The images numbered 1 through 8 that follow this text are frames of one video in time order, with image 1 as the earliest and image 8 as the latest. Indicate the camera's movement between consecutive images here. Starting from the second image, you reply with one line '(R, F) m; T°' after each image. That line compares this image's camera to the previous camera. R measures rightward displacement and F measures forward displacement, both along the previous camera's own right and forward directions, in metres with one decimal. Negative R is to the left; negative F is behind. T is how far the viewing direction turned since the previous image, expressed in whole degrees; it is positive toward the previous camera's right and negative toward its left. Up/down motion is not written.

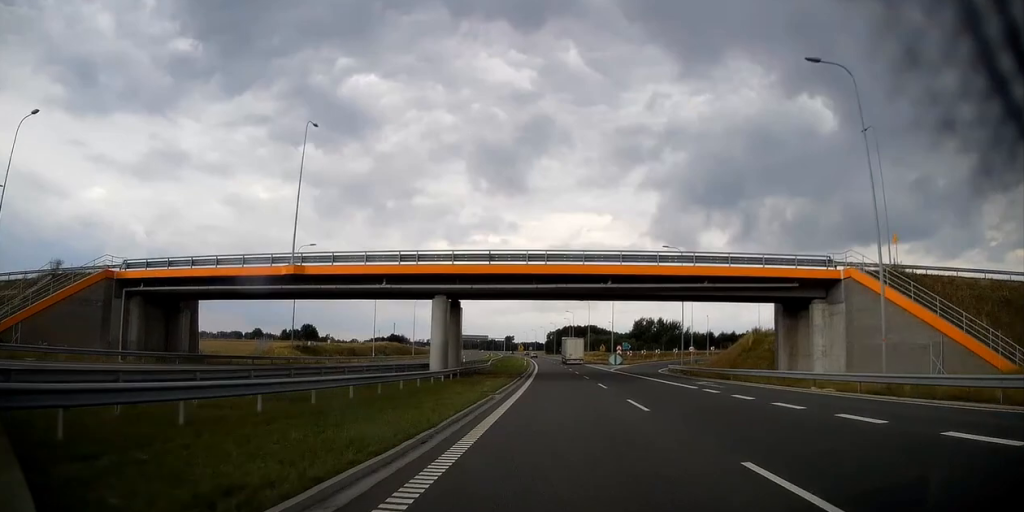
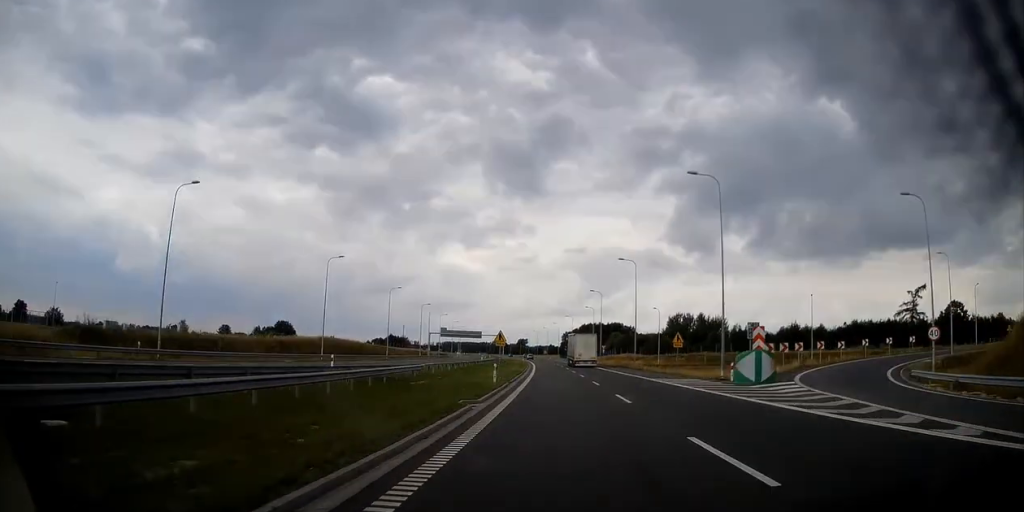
(0.0, +57.2) m; -1°
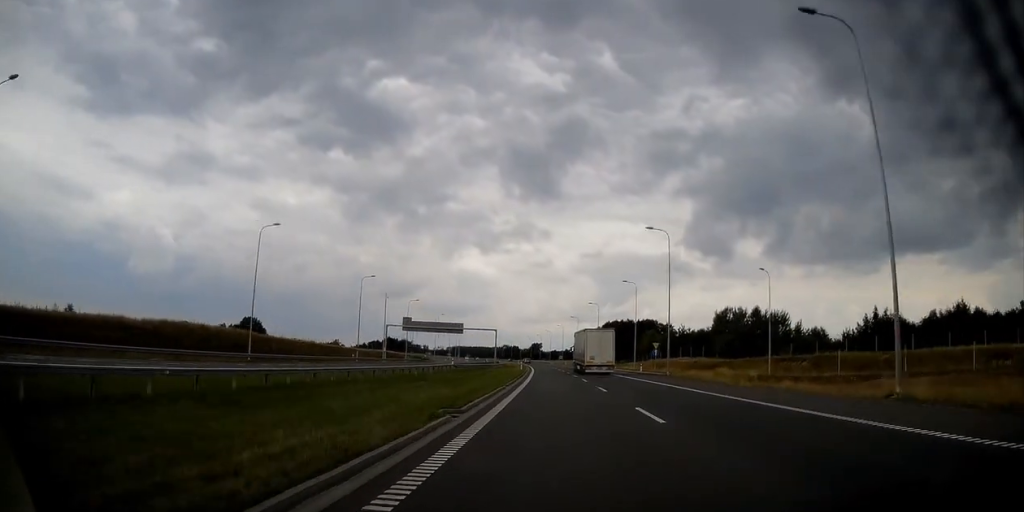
(-0.9, +53.1) m; -1°
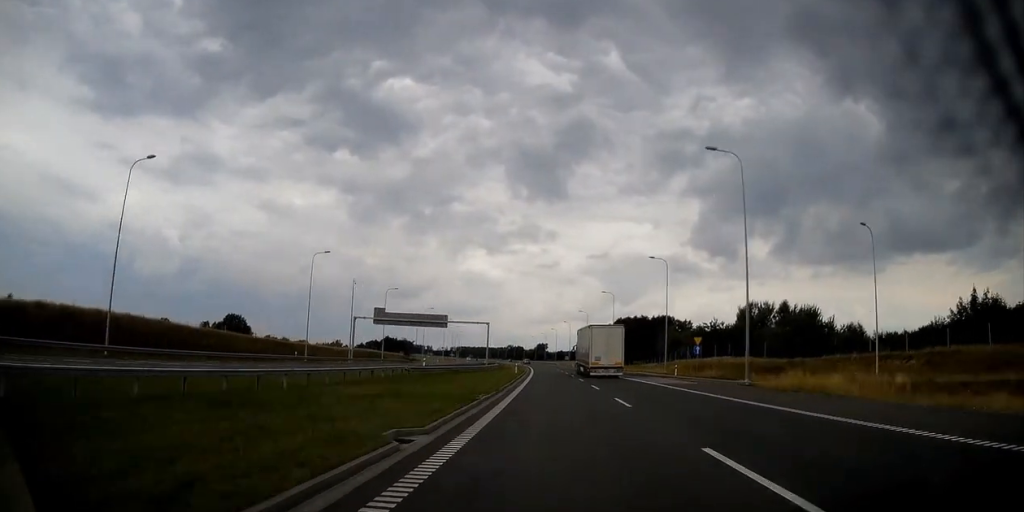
(0.0, +20.5) m; 0°
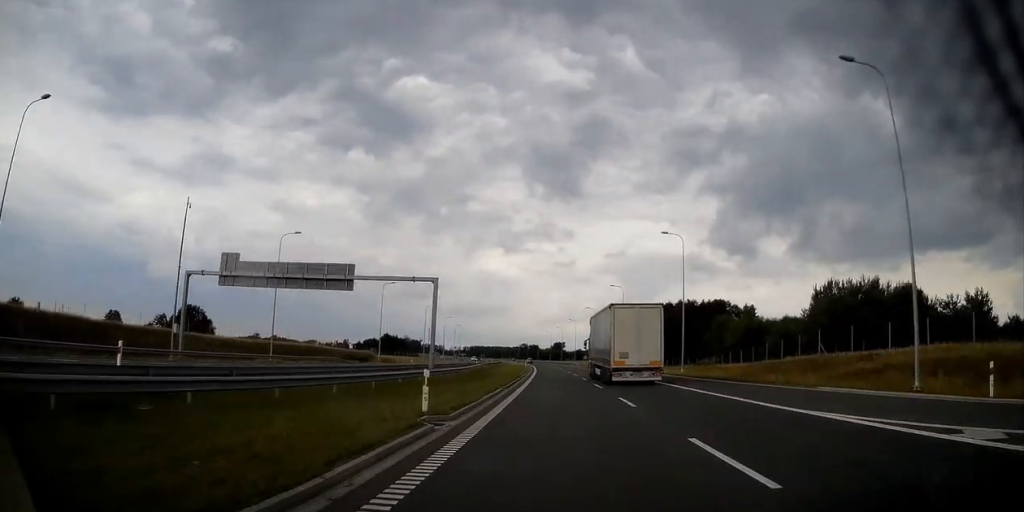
(-0.6, +45.6) m; -1°
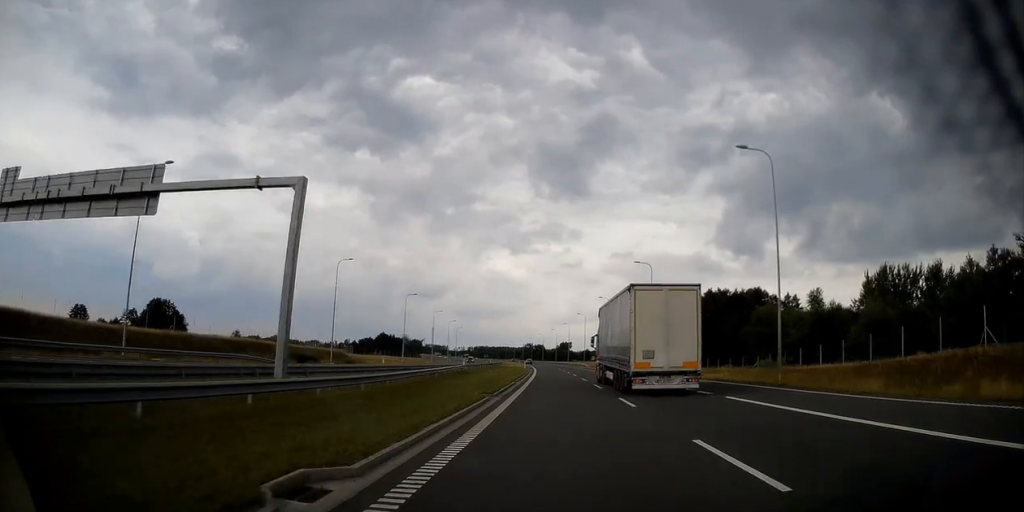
(-0.1, +22.8) m; -1°
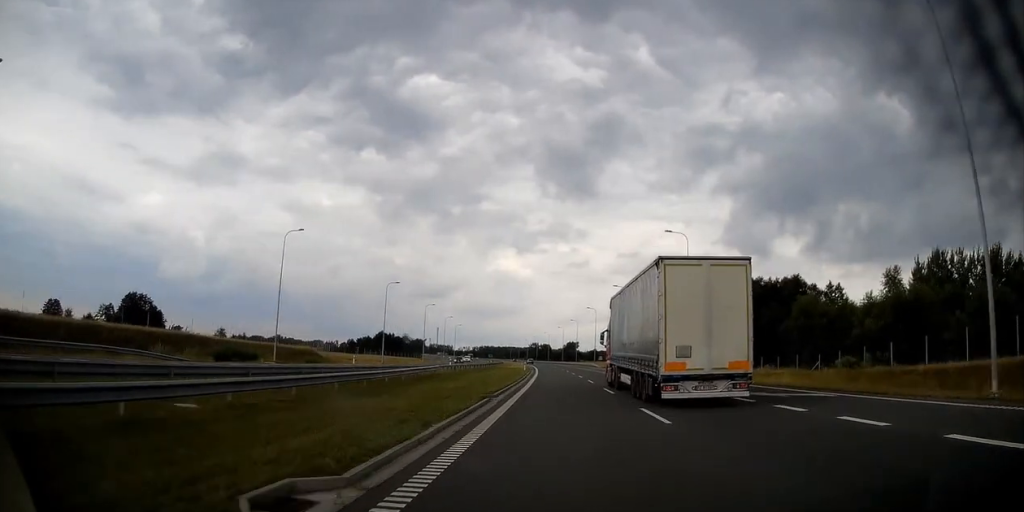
(-0.1, +16.7) m; -1°
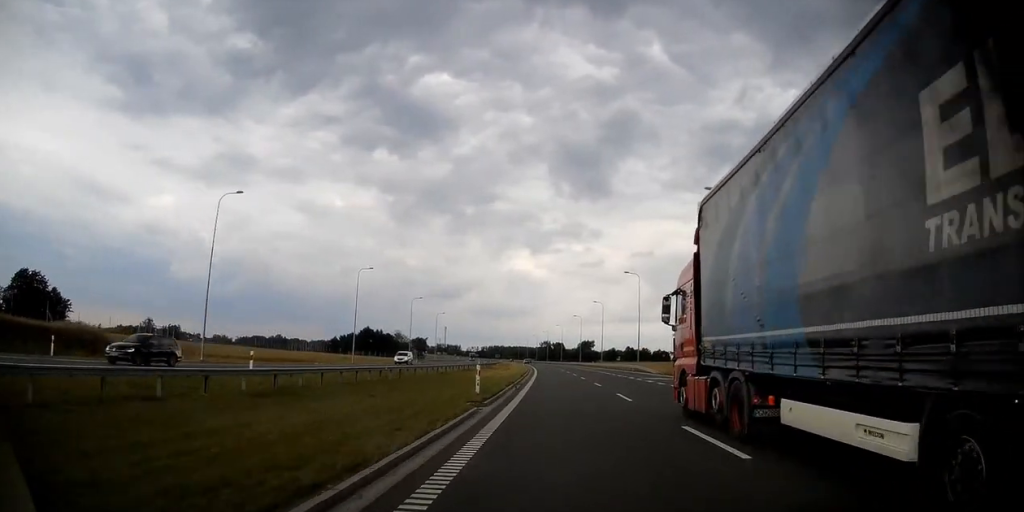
(-0.8, +52.6) m; -2°
